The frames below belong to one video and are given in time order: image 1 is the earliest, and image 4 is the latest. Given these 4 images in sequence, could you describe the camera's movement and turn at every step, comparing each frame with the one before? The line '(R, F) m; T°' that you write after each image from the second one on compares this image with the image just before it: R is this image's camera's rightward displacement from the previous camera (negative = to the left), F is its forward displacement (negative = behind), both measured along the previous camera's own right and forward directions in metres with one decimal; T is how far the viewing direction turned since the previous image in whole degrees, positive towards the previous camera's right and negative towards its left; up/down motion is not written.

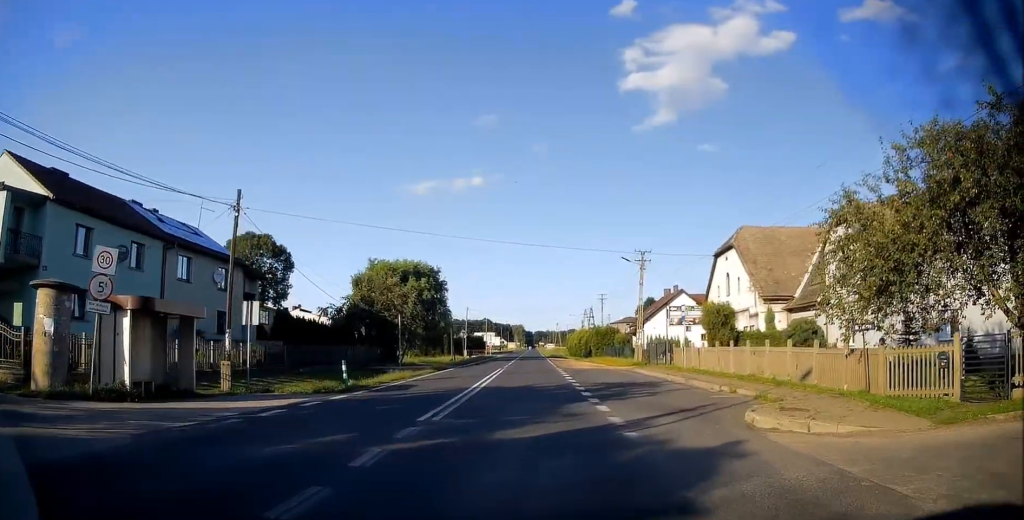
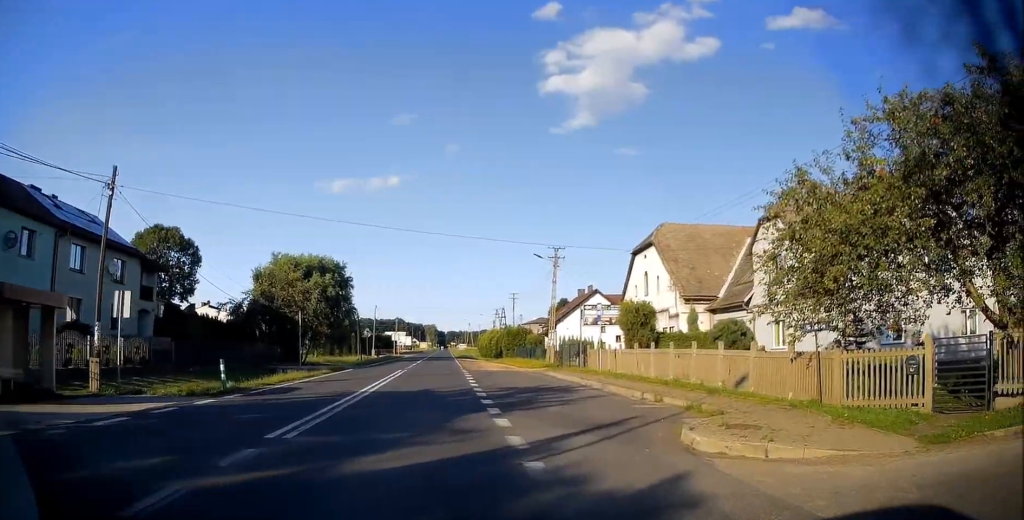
(+0.3, +2.6) m; +15°
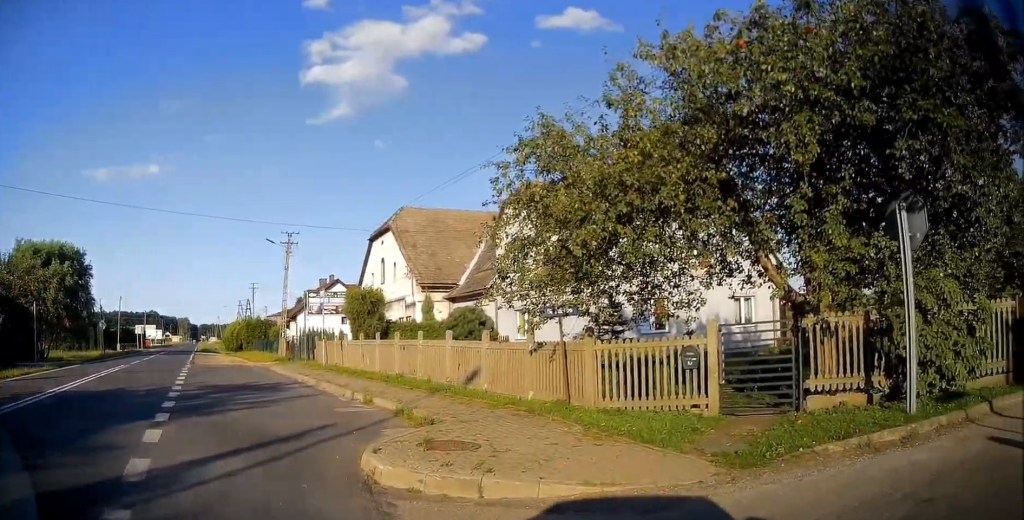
(+0.5, +2.6) m; +28°
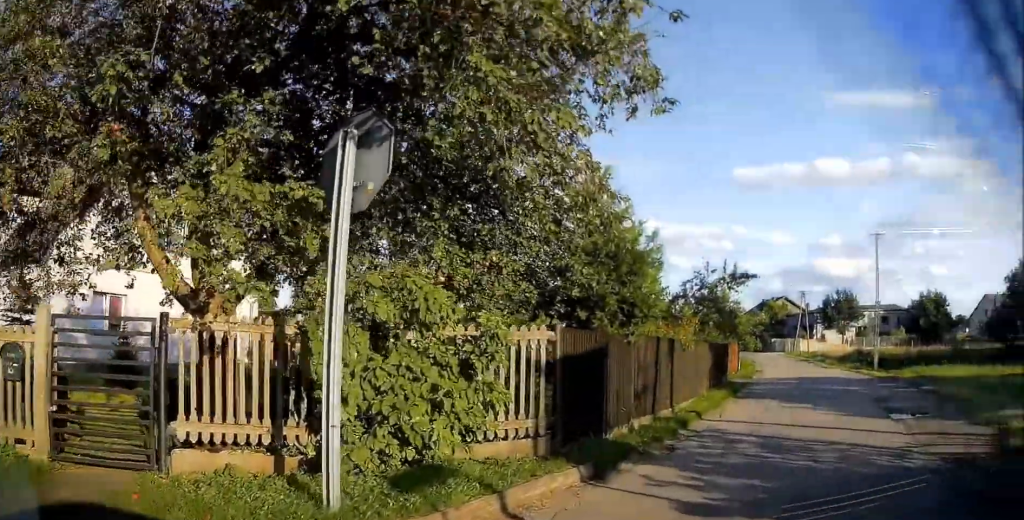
(+1.4, +3.4) m; +40°
